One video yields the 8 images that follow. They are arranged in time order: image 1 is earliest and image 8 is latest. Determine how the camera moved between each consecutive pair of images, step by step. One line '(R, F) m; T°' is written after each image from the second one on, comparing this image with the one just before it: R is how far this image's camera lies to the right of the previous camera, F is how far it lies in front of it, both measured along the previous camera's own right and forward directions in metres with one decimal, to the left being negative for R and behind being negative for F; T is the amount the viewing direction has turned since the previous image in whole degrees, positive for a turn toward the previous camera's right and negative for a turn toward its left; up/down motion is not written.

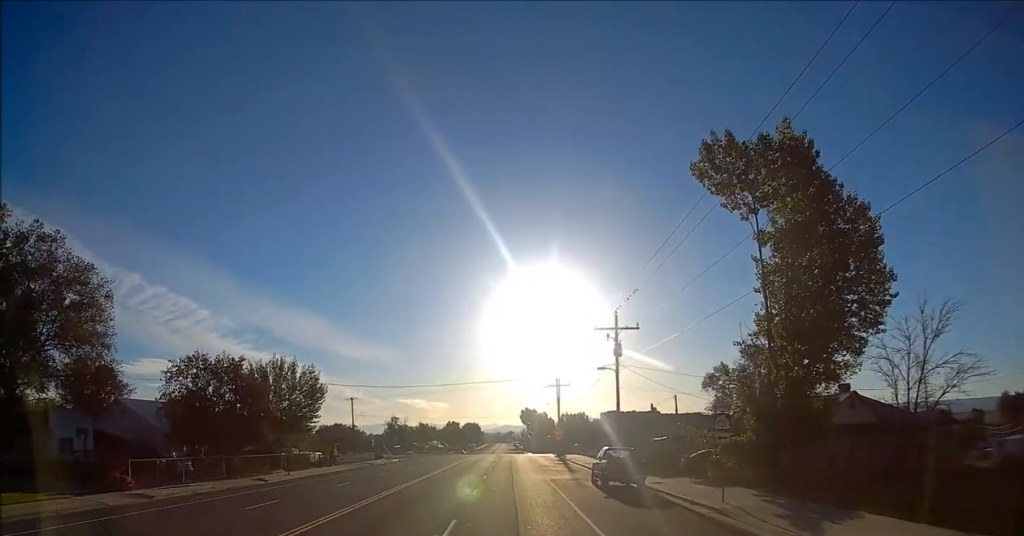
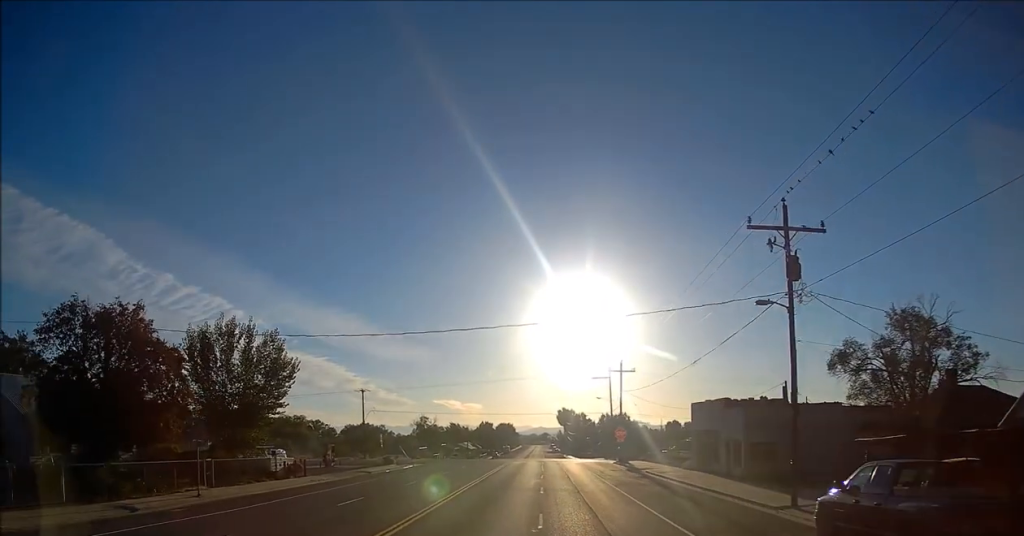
(0.0, +22.6) m; 0°
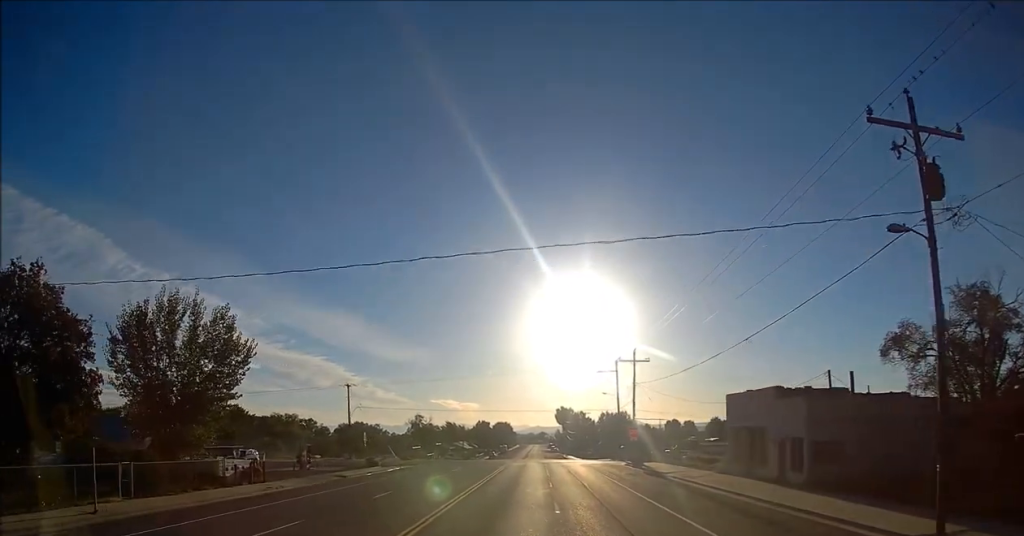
(0.0, +8.6) m; +1°
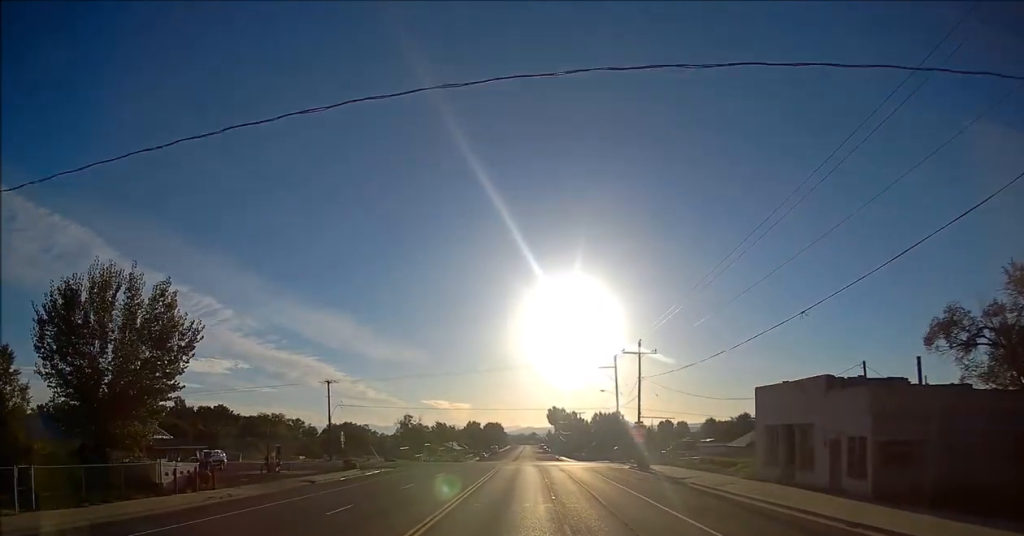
(0.0, +6.6) m; +1°
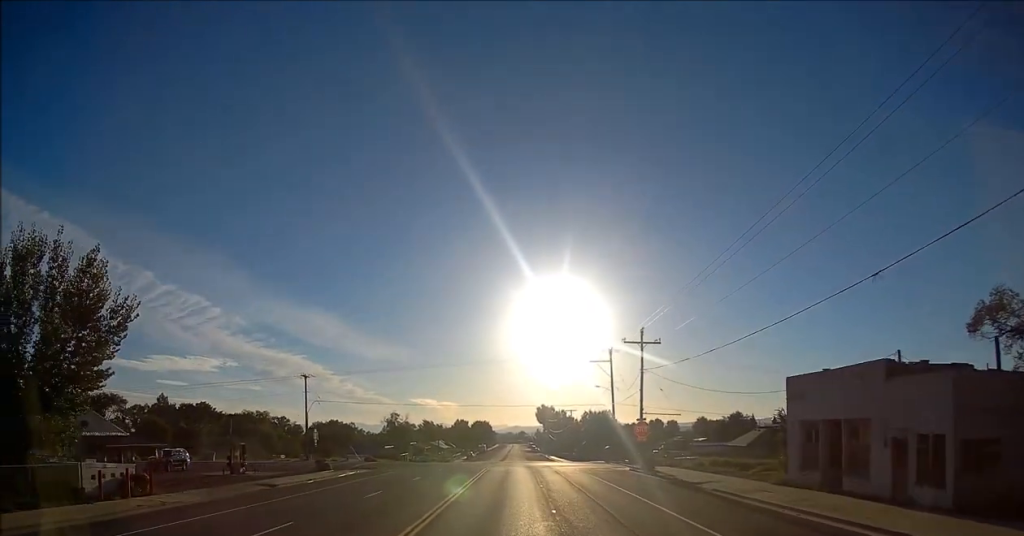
(+0.1, +5.9) m; +1°
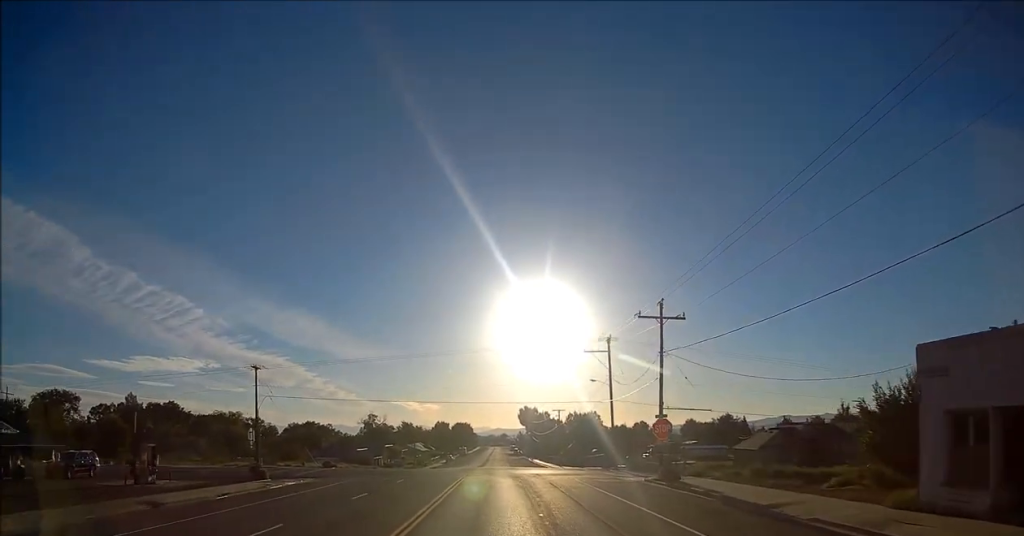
(+0.2, +11.8) m; +1°
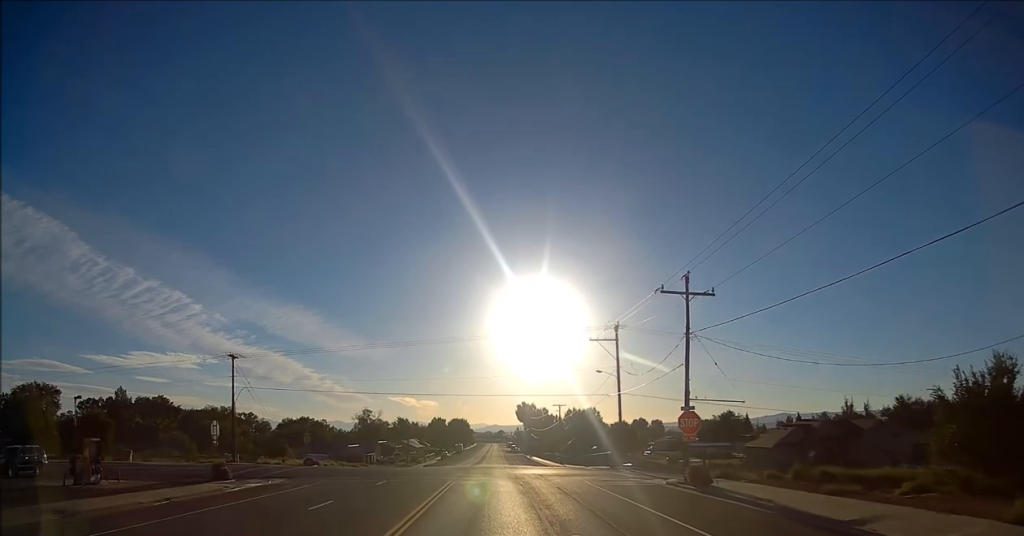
(0.0, +5.7) m; 0°
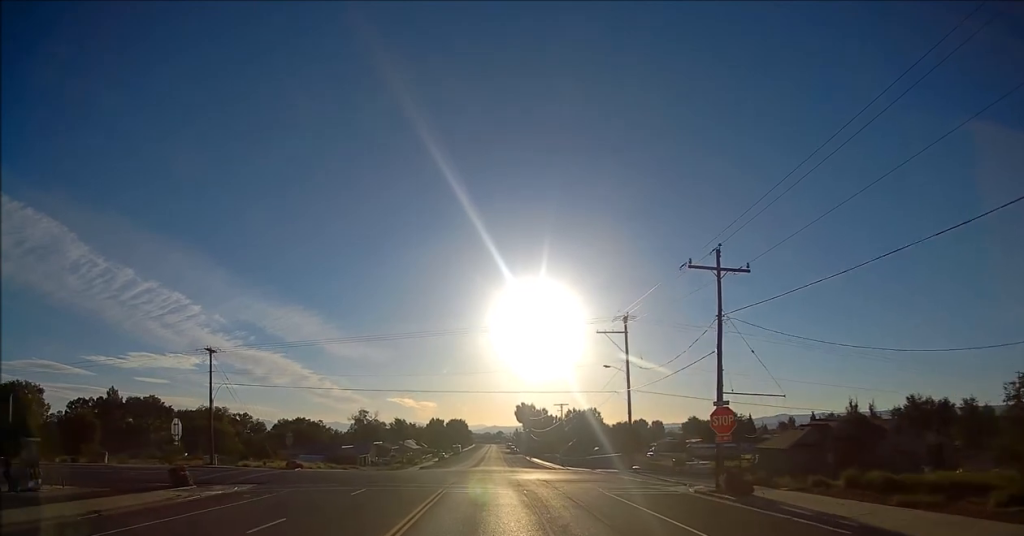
(0.0, +5.1) m; -1°
